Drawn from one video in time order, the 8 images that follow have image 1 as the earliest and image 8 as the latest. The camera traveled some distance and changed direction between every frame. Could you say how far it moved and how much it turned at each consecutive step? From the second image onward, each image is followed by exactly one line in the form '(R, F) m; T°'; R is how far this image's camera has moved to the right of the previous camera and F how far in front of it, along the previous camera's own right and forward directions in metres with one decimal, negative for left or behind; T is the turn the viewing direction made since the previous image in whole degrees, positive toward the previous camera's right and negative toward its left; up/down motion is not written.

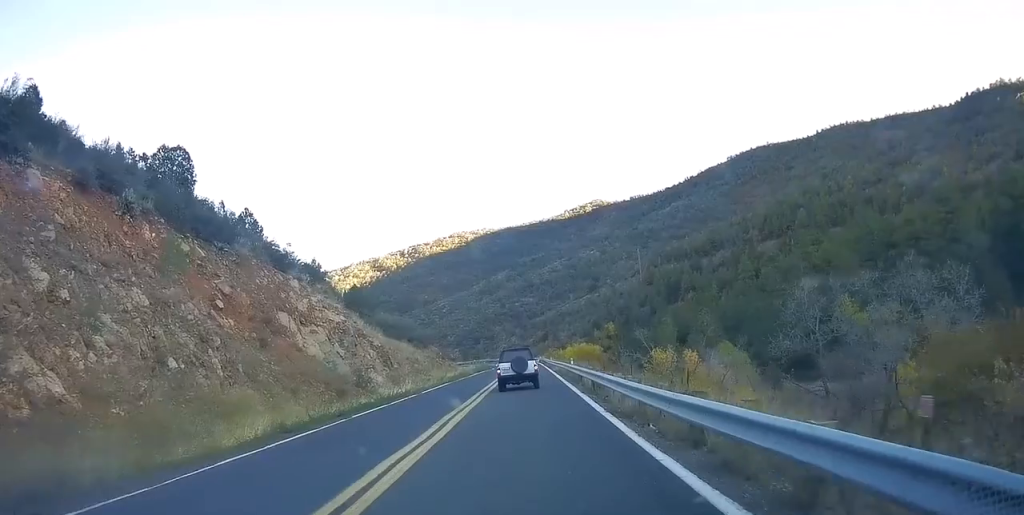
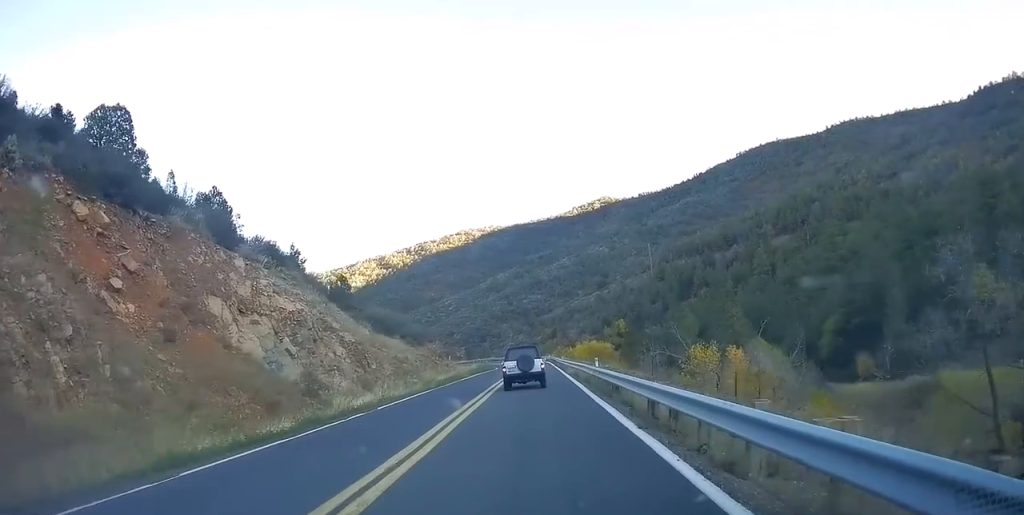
(-0.1, +9.5) m; -2°
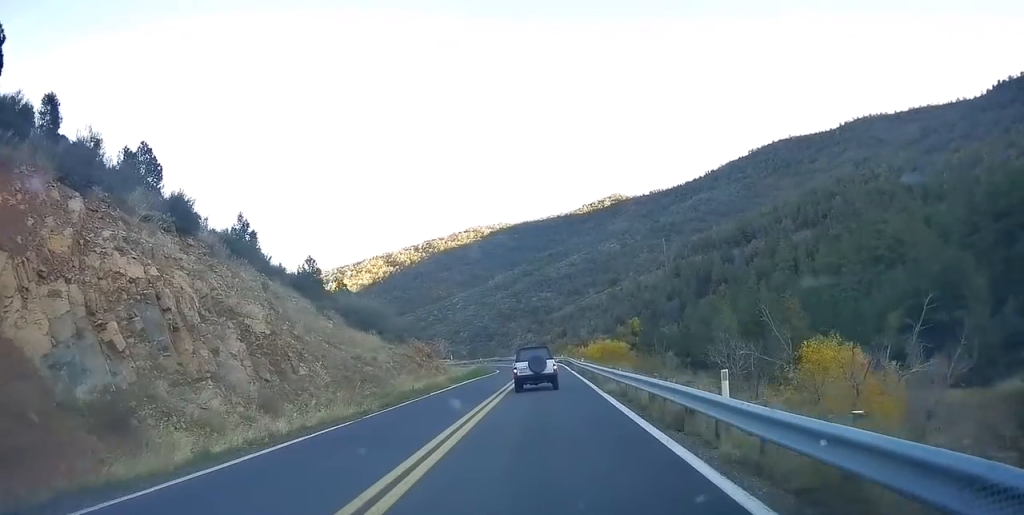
(-0.6, +14.9) m; -4°
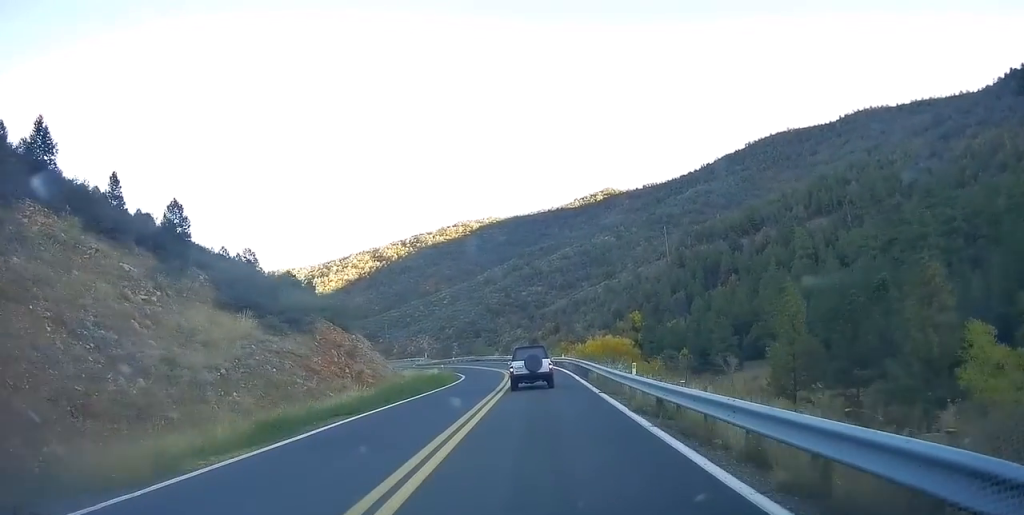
(+0.4, +26.0) m; +6°
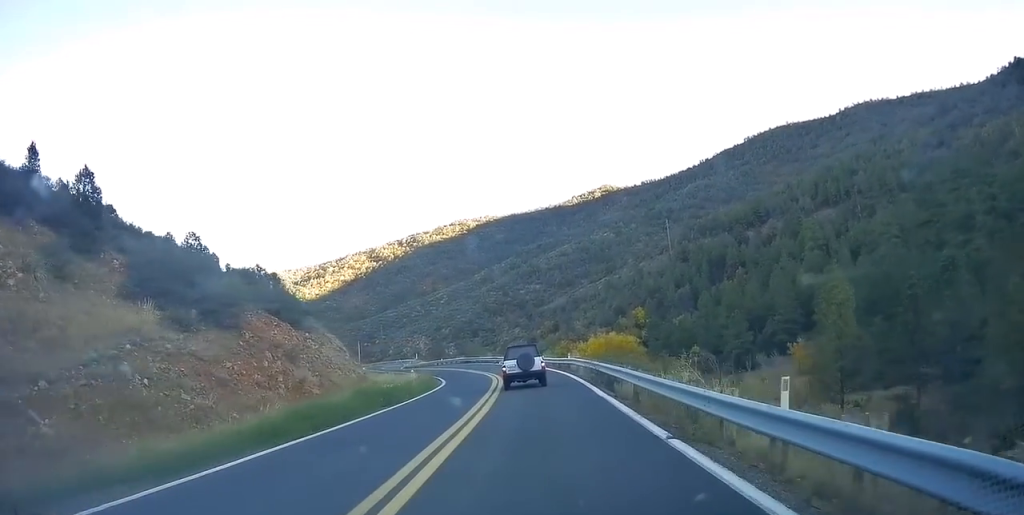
(+0.7, +10.0) m; -1°
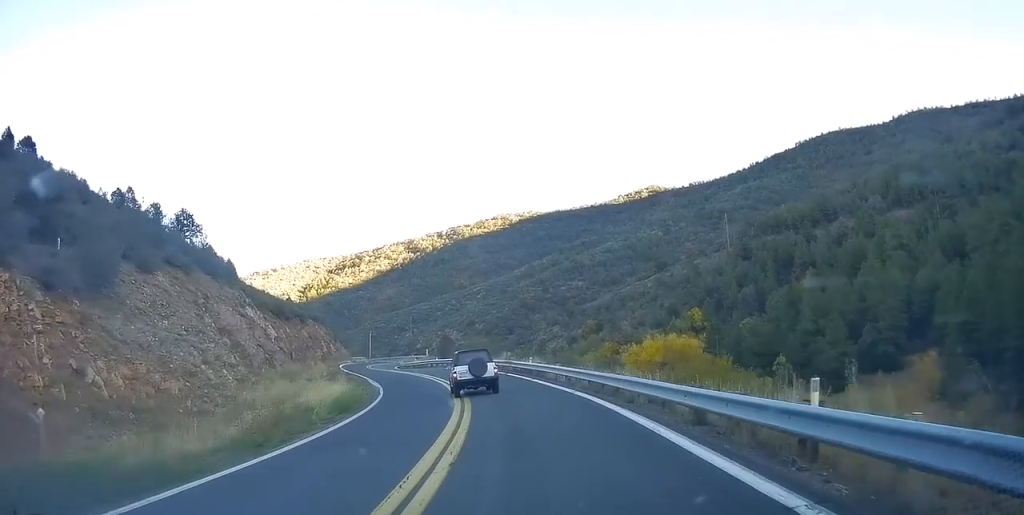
(-2.9, +27.2) m; -7°
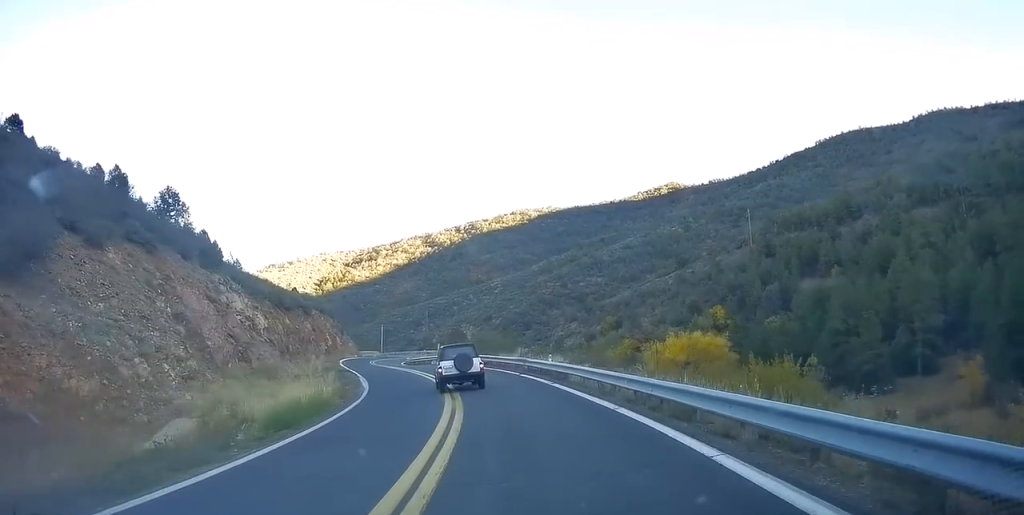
(0.0, +5.9) m; -2°
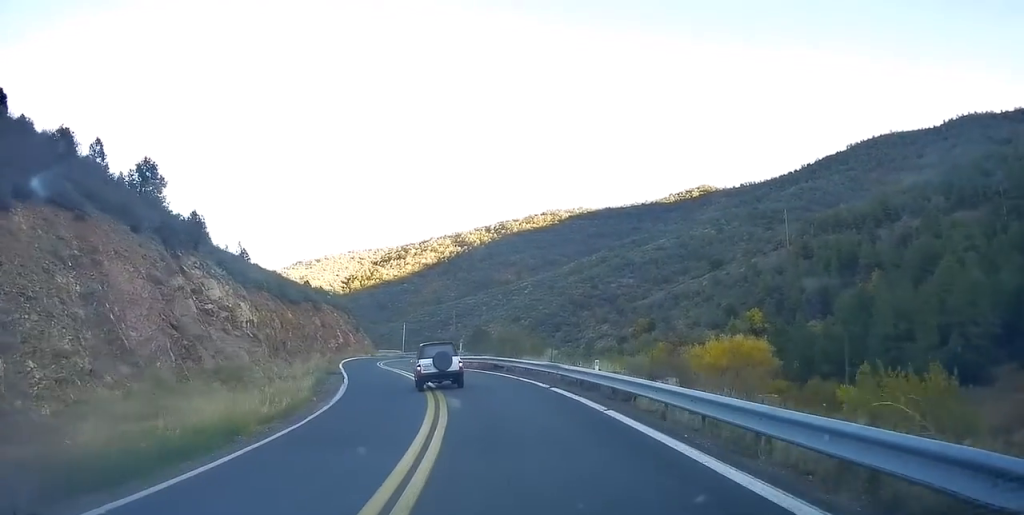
(+0.3, +8.6) m; -3°
